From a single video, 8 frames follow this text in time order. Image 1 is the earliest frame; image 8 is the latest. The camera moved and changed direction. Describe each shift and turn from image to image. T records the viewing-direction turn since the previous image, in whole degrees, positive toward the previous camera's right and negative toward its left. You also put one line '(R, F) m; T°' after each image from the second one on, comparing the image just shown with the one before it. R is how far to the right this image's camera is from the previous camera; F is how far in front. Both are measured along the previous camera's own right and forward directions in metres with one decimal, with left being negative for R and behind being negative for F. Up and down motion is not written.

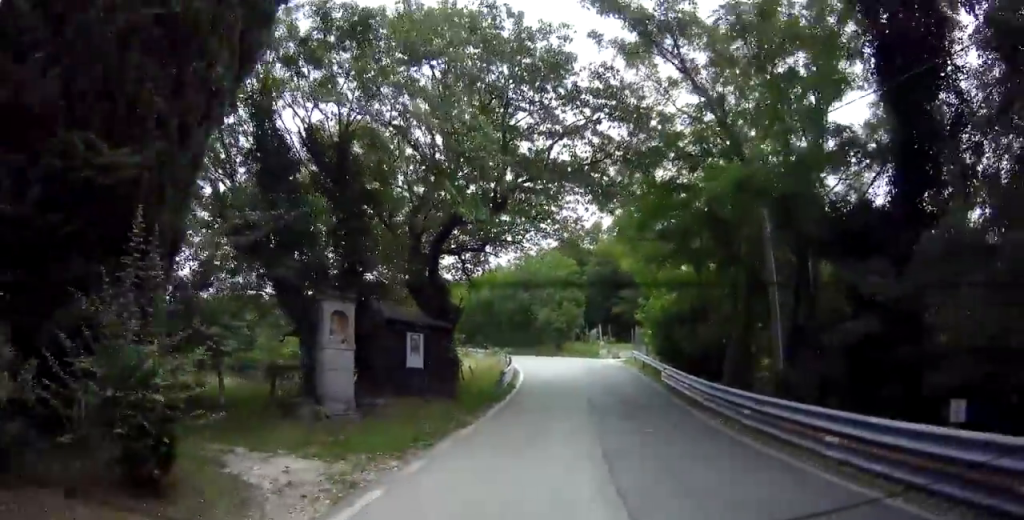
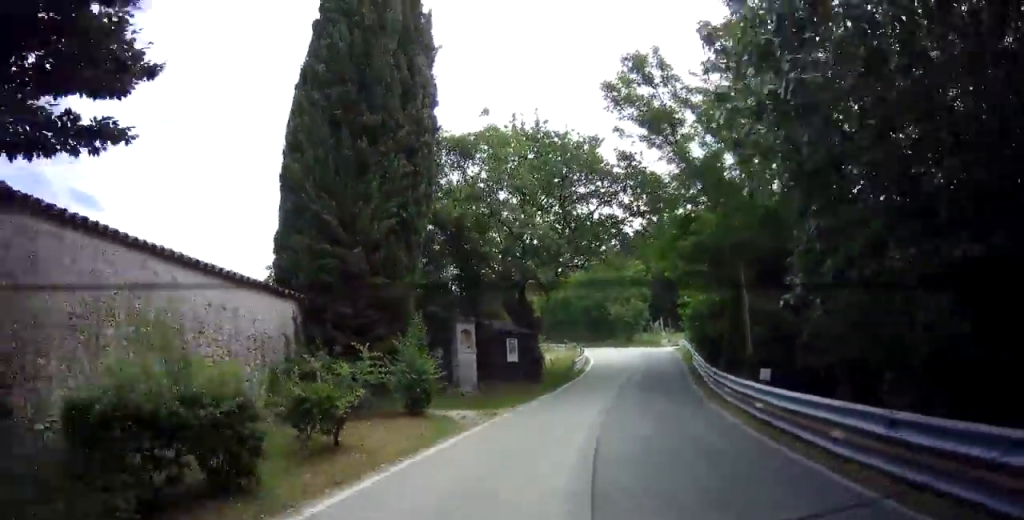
(+0.1, +7.9) m; +1°
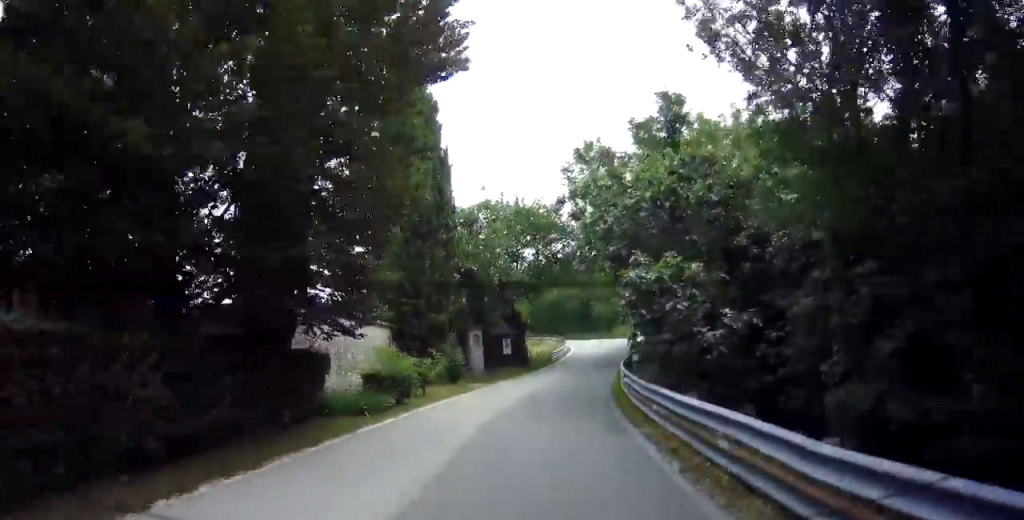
(-0.4, +11.2) m; -5°
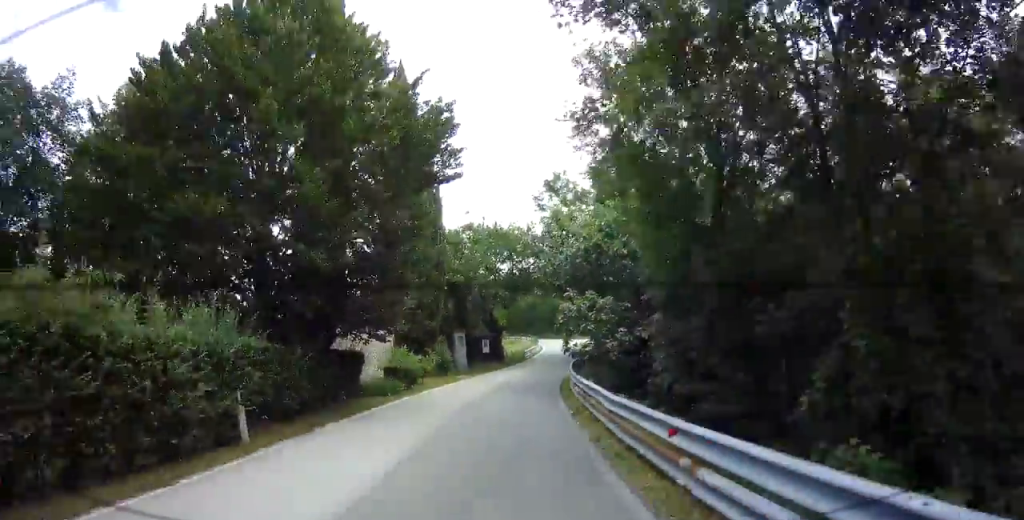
(-0.2, +6.3) m; -2°
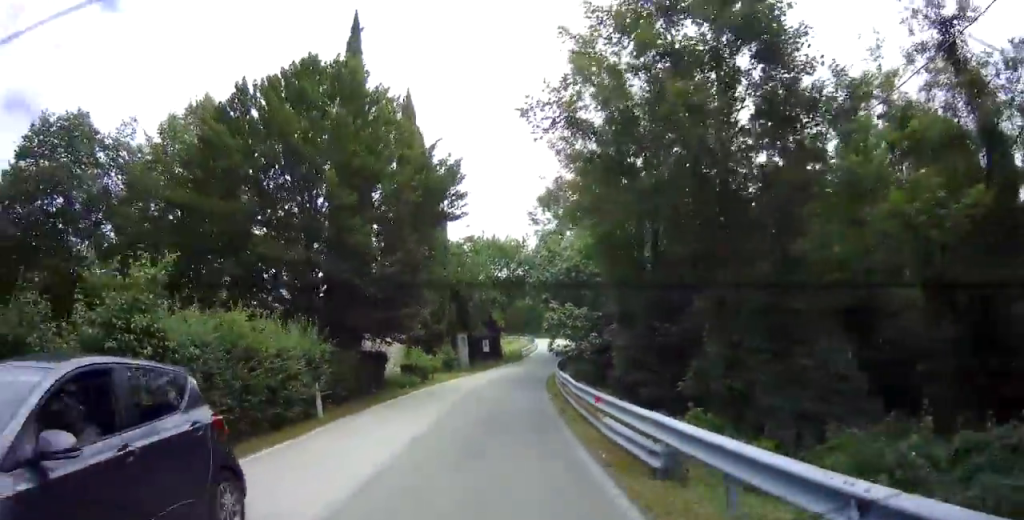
(-0.1, +4.7) m; 0°
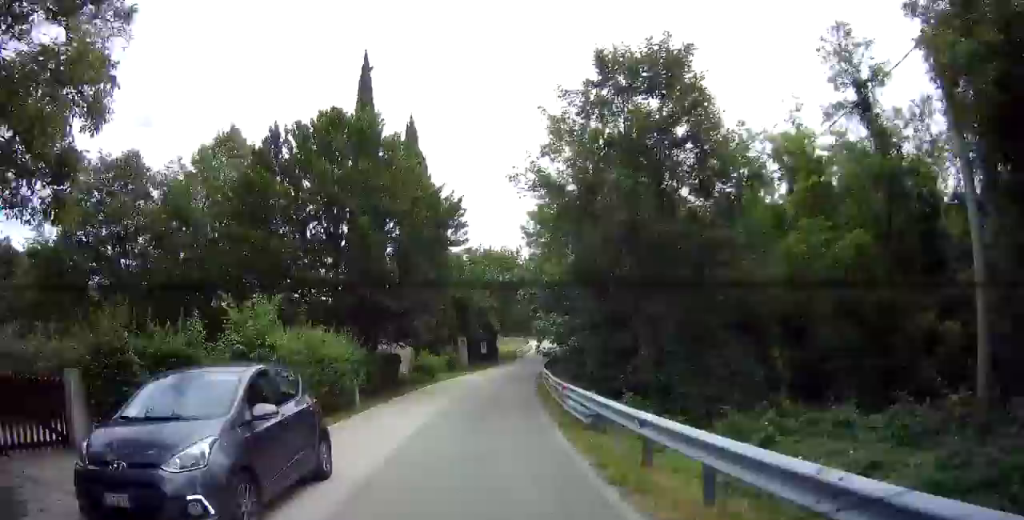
(0.0, +4.5) m; 0°
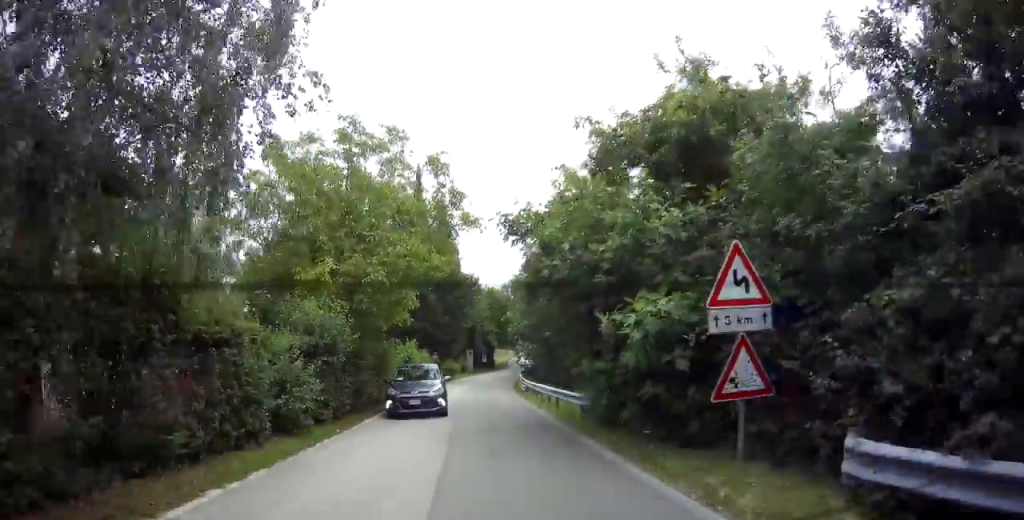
(+0.3, +20.5) m; +3°
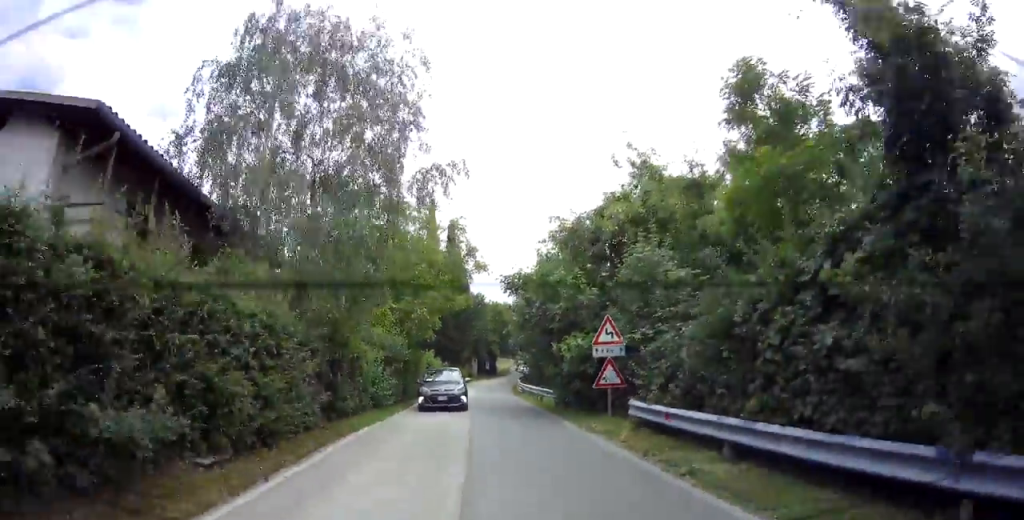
(+0.2, +7.2) m; 0°
